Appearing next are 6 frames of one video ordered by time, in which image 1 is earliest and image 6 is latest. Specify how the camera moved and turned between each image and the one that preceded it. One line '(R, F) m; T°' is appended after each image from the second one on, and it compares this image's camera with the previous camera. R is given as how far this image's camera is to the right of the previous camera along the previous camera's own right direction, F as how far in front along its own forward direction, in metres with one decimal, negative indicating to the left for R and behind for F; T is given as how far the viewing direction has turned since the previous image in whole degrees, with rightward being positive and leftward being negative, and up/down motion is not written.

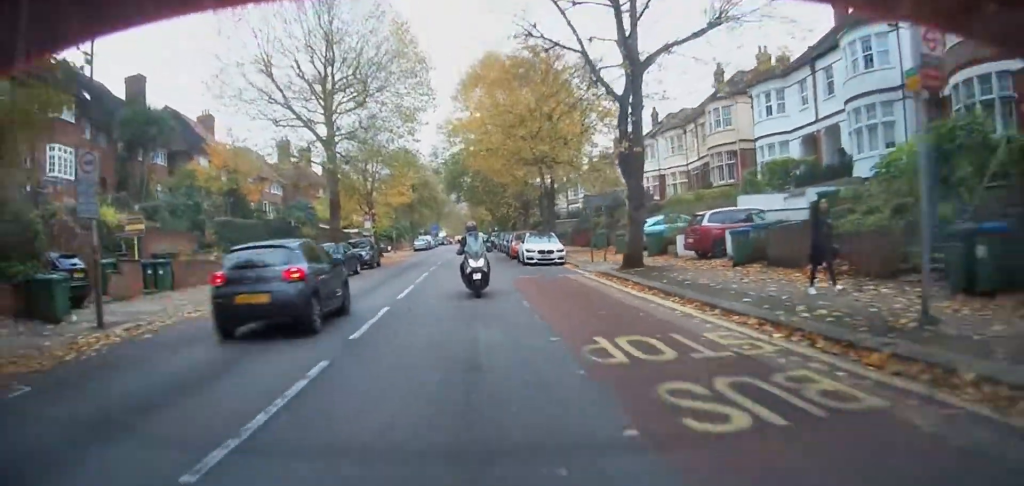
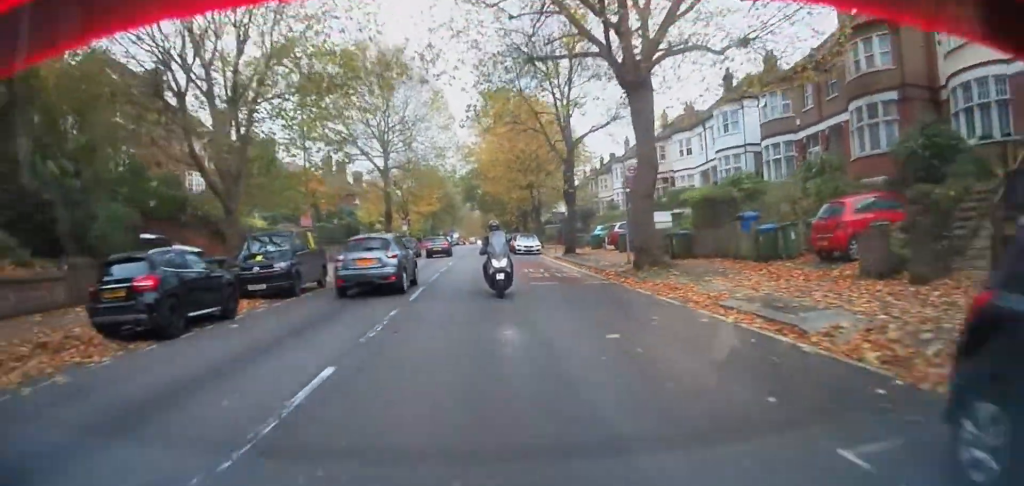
(-0.1, +16.5) m; -3°
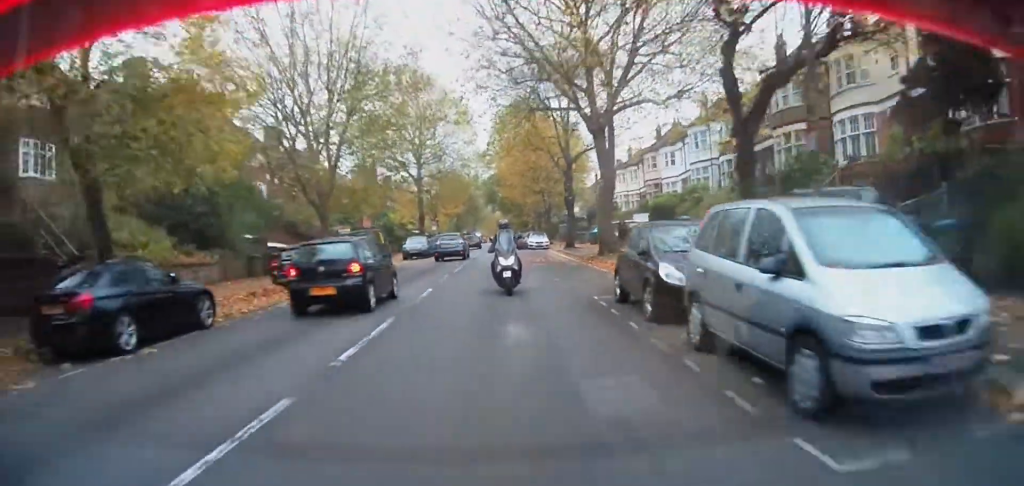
(-0.5, +9.8) m; -2°
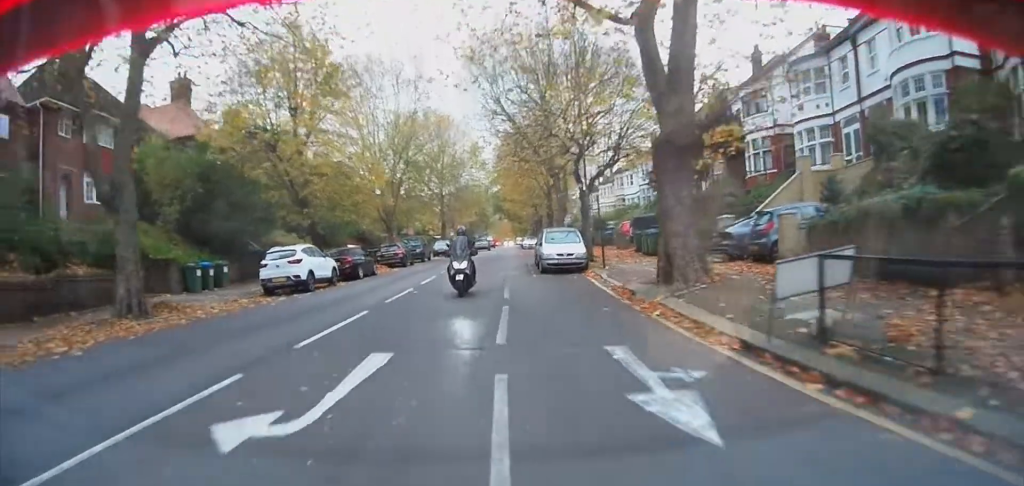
(+0.5, +18.6) m; +2°
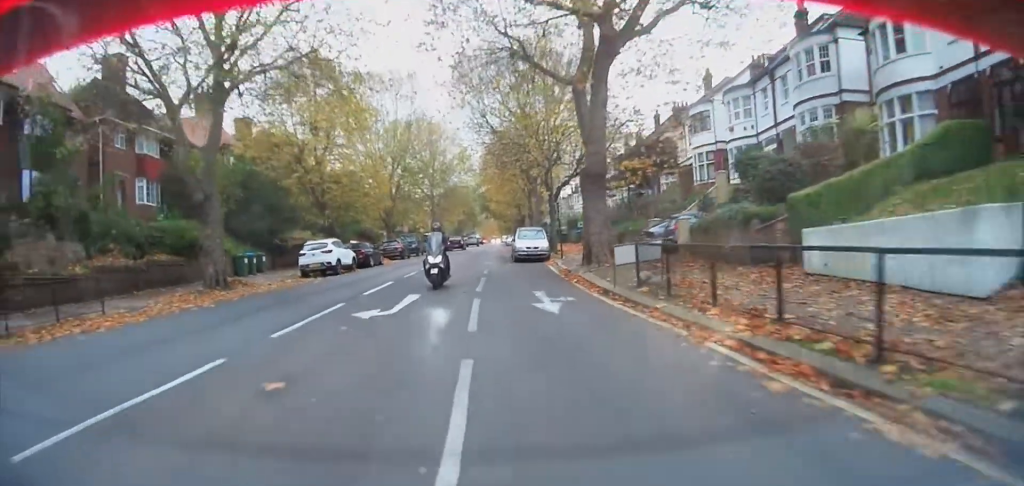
(0.0, +6.7) m; +1°
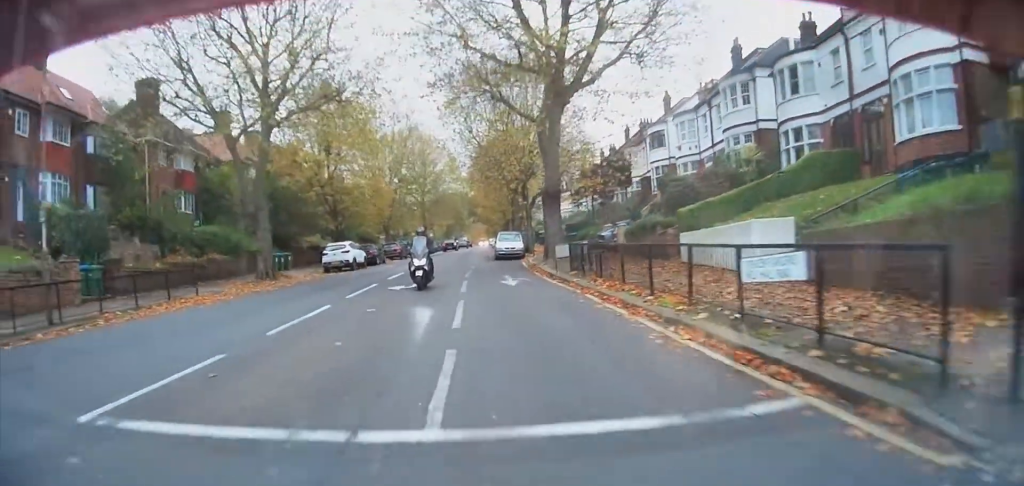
(0.0, +7.0) m; +1°
